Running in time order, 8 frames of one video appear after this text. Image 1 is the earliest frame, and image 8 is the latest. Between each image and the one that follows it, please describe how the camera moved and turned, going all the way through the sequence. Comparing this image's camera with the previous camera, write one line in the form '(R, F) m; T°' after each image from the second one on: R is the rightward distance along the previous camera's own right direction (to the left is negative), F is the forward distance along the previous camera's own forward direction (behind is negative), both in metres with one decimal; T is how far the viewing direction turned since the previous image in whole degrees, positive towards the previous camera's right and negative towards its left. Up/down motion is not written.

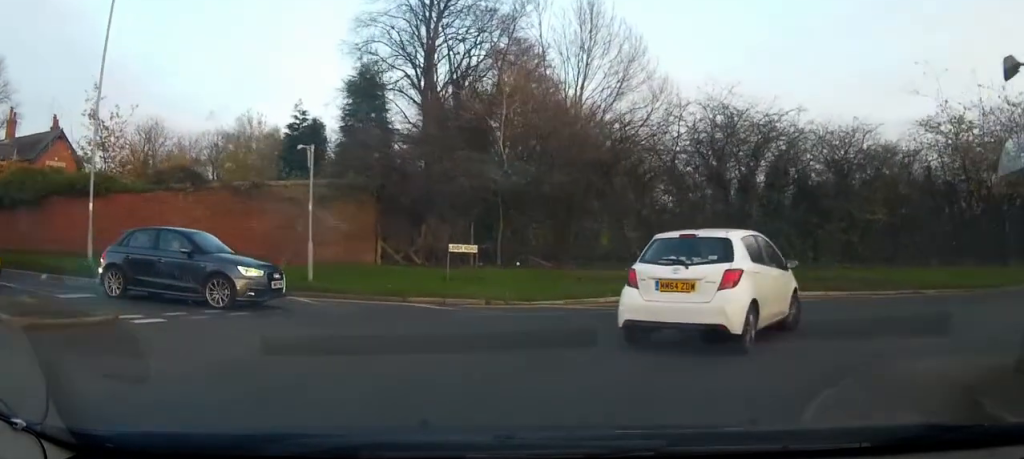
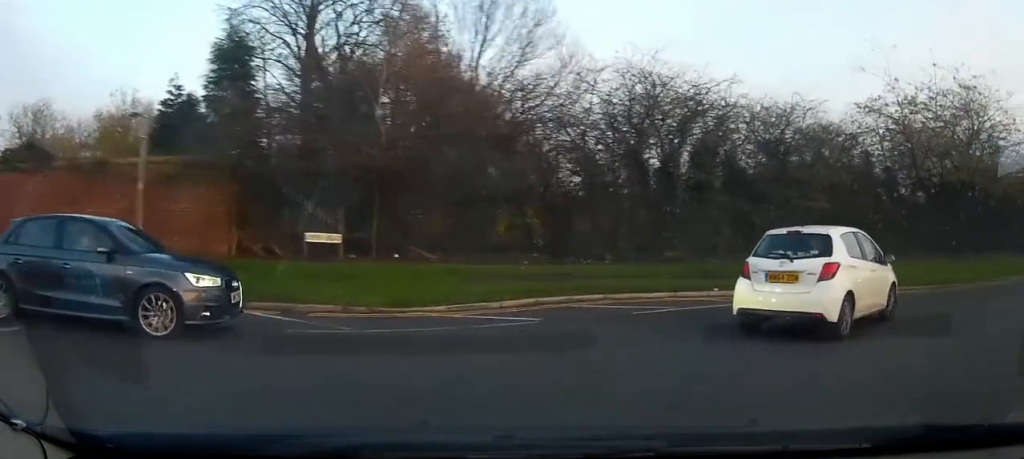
(-0.2, +2.8) m; +5°
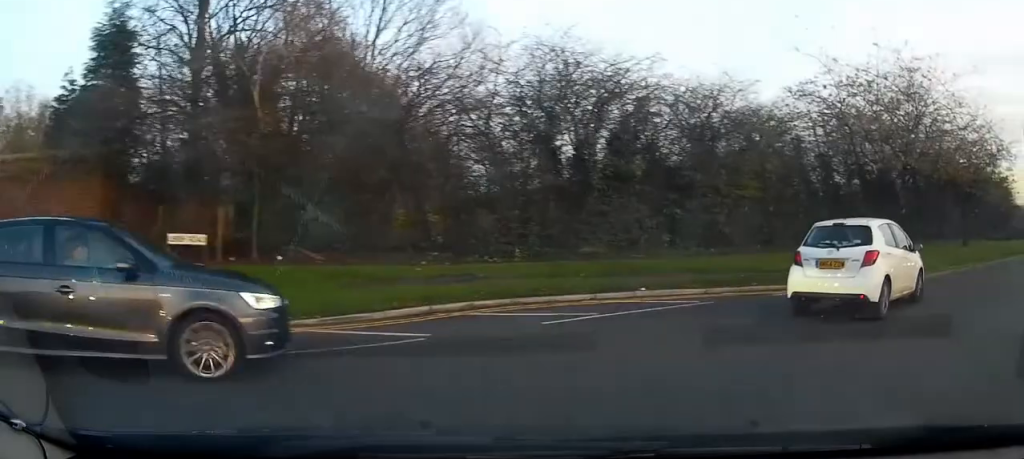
(+0.2, +1.8) m; +10°
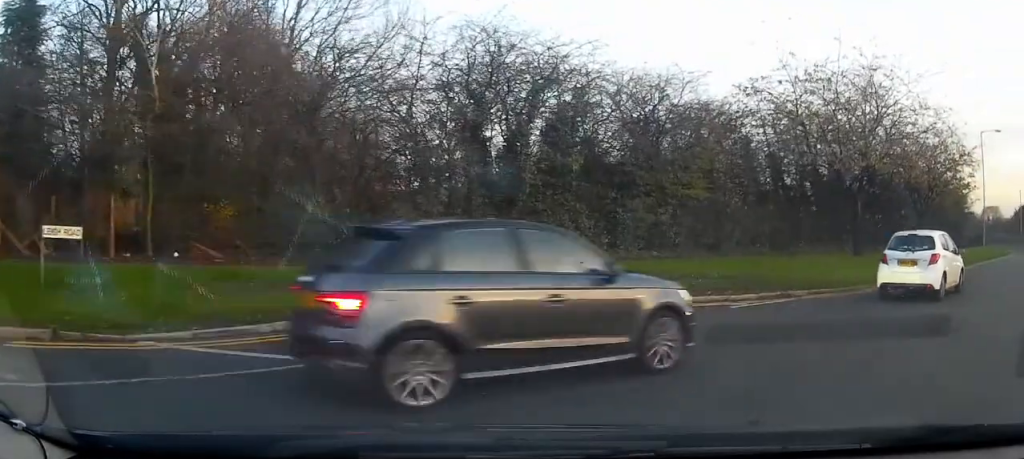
(+0.4, +2.5) m; +14°
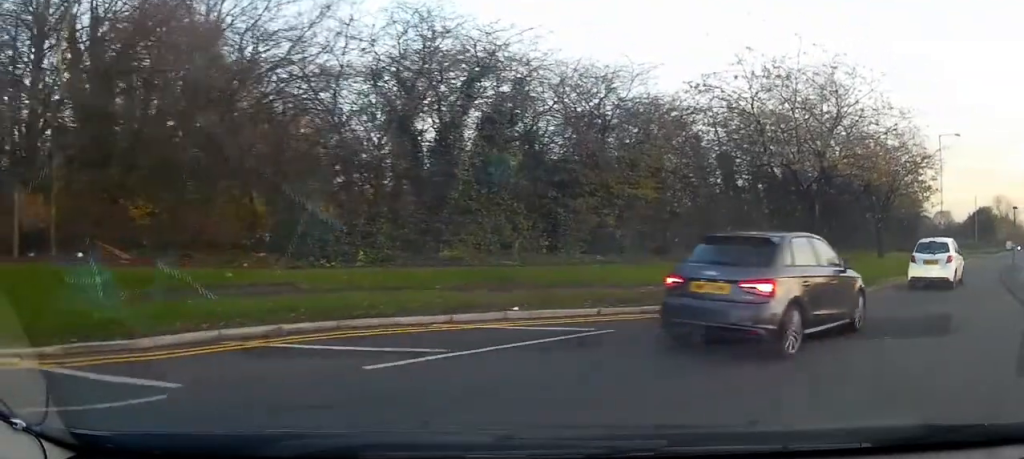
(+0.2, +2.0) m; +10°
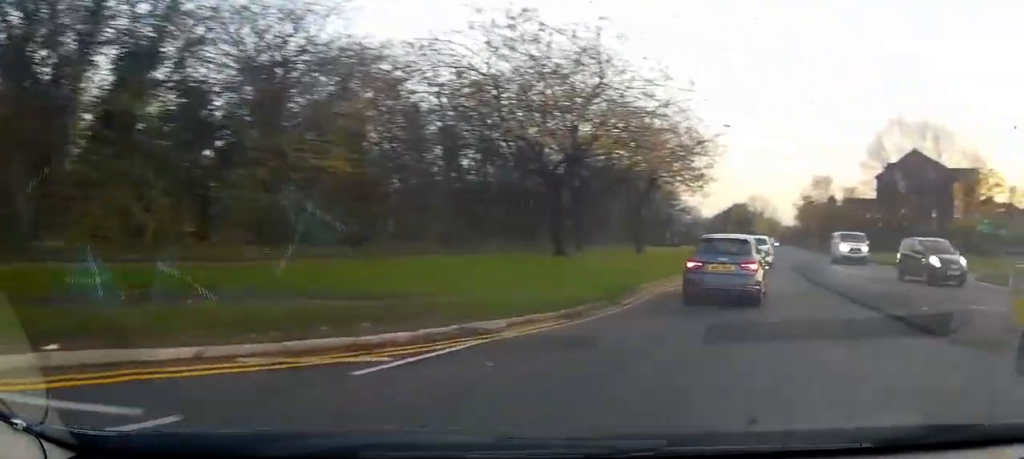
(+0.4, +4.1) m; +17°
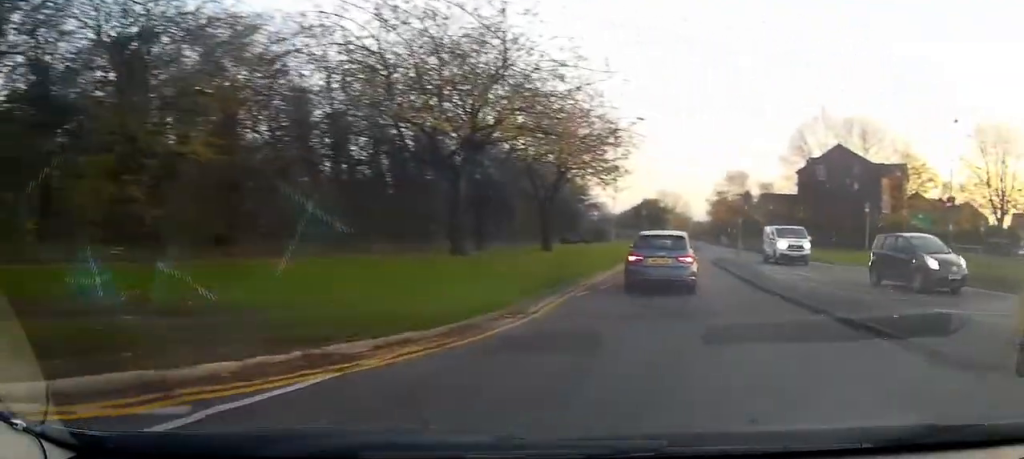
(+0.1, +1.7) m; +6°
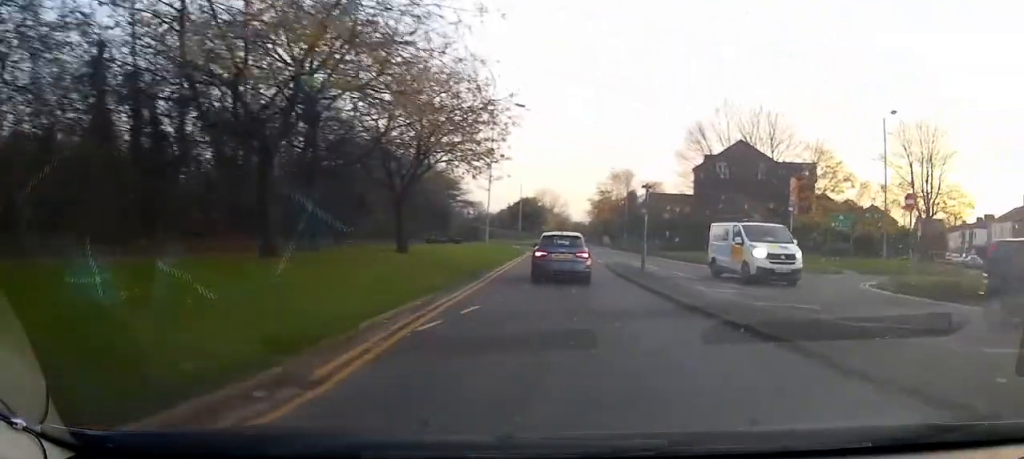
(+0.6, +4.7) m; +11°
